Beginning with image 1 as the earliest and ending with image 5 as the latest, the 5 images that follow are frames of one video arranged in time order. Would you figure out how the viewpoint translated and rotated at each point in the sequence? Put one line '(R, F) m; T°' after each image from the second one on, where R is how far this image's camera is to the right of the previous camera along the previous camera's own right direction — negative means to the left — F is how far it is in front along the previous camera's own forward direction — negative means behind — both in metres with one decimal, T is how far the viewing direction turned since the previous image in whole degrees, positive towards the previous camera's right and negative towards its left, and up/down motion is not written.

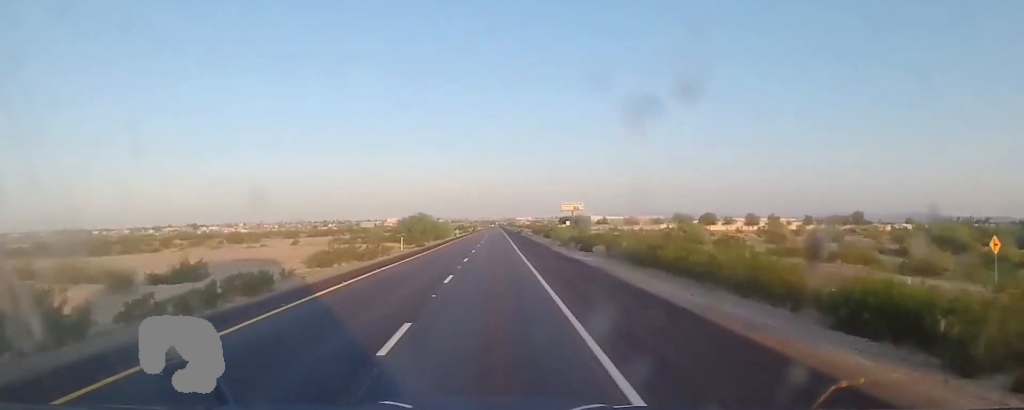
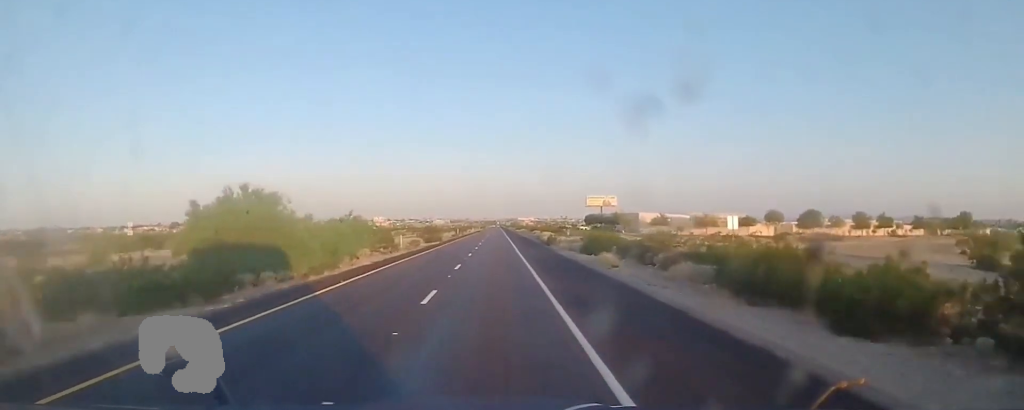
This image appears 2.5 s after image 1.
(+0.5, +77.4) m; 0°
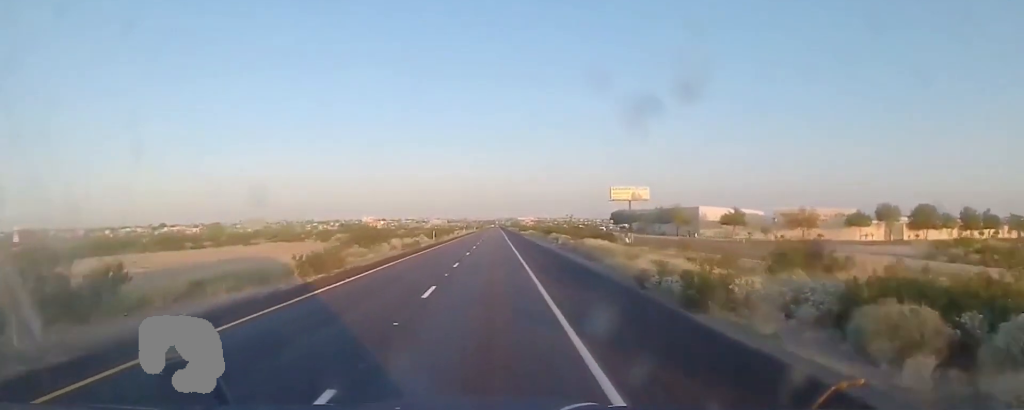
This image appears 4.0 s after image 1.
(0.0, +45.0) m; 0°
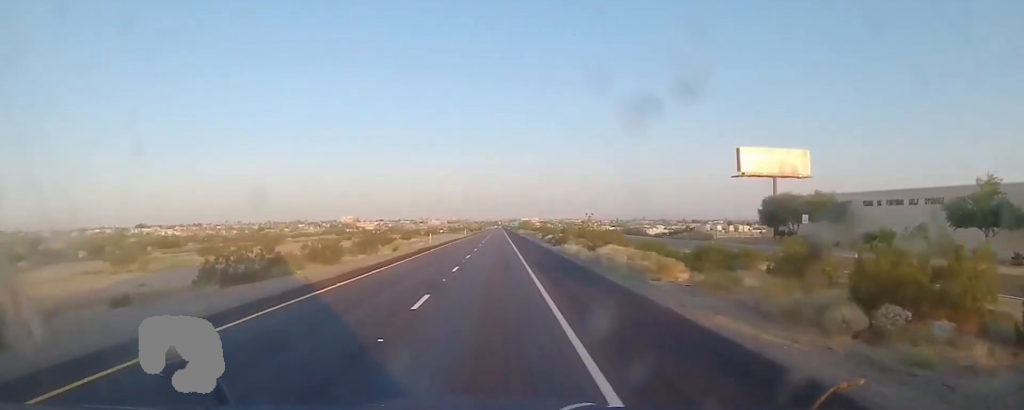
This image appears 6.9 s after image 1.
(-0.8, +78.3) m; -1°
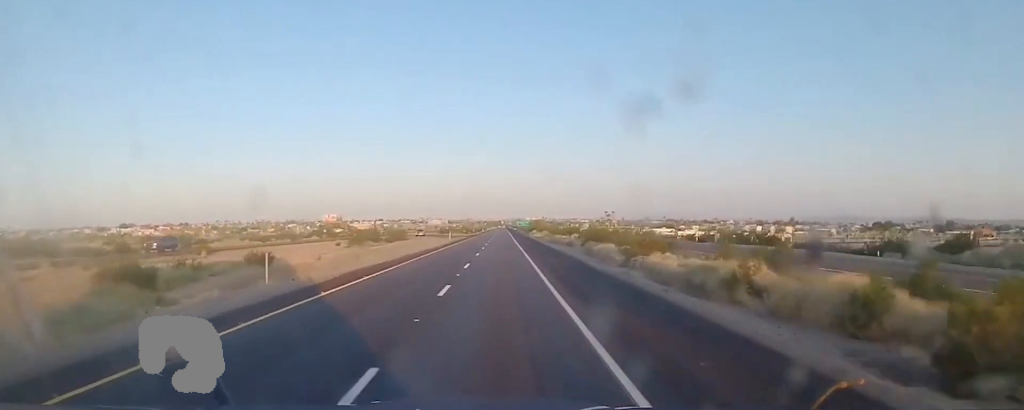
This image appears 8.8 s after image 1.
(-0.2, +53.9) m; 0°
